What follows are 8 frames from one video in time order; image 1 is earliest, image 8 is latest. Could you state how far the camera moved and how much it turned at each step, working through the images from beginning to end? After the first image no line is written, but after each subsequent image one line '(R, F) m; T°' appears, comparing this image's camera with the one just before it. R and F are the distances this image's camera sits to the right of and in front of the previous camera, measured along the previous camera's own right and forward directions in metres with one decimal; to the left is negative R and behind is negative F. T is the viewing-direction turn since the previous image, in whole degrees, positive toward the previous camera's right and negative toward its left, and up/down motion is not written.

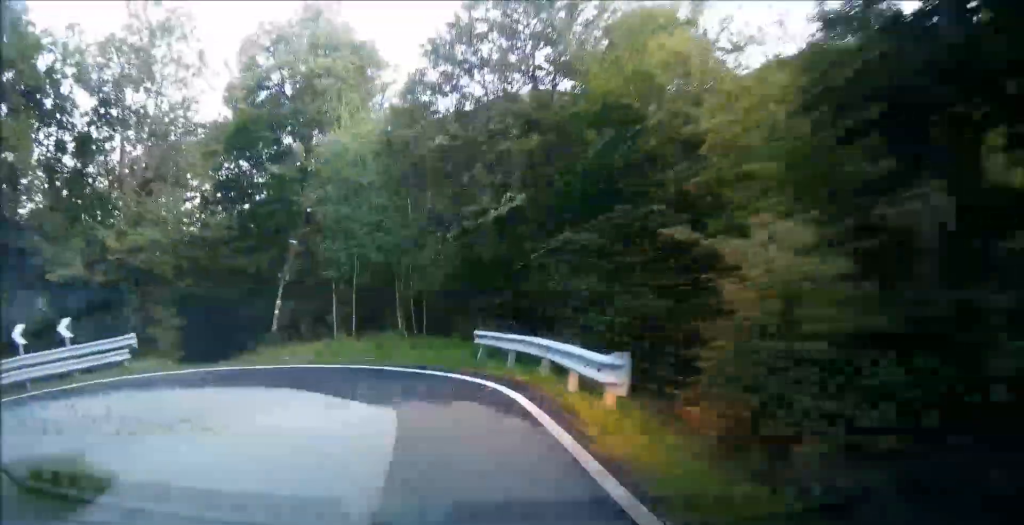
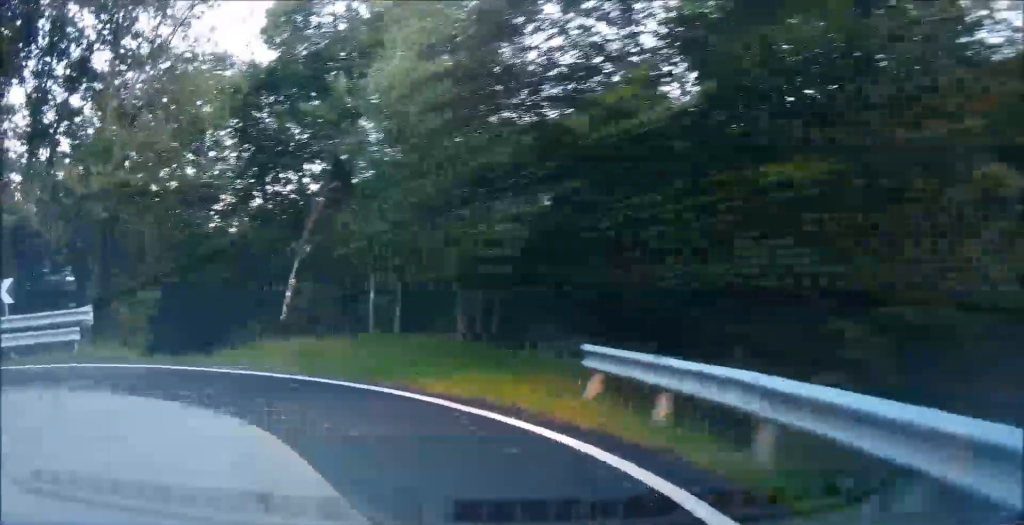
(-0.8, +6.8) m; -21°
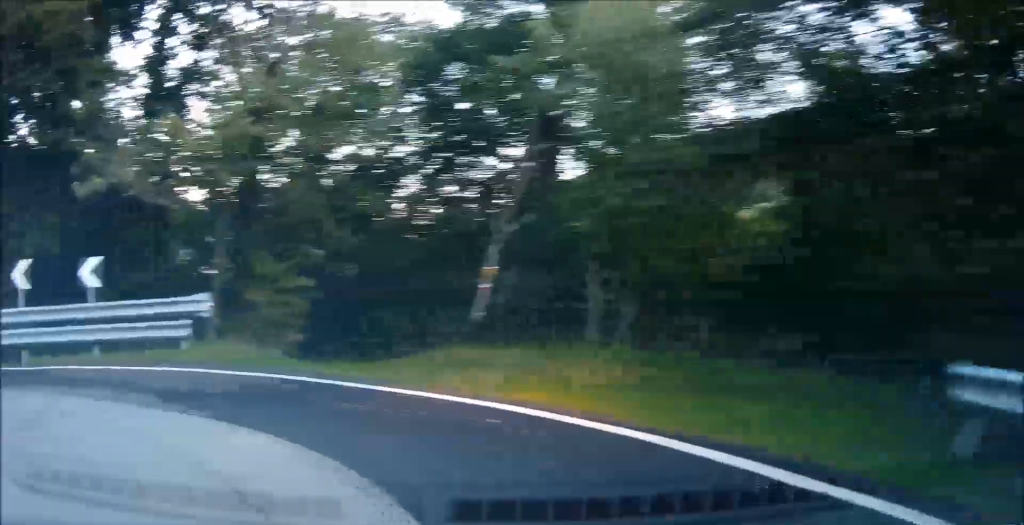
(-0.9, +4.0) m; -14°
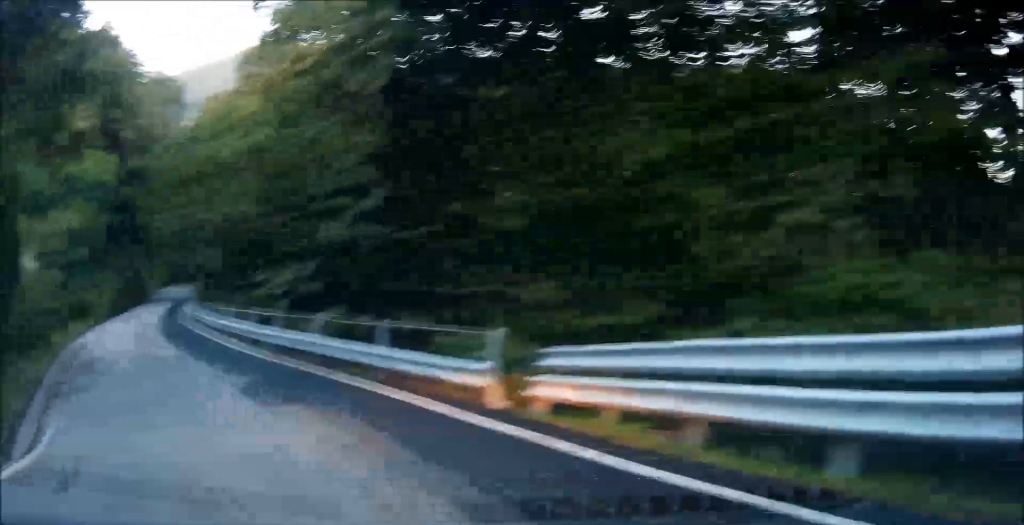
(-4.3, +9.6) m; -50°
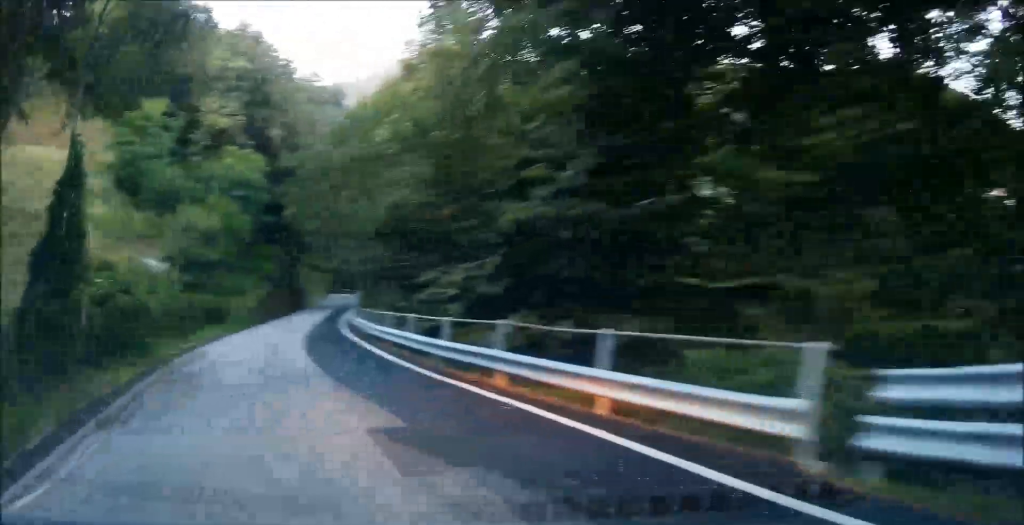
(-0.3, +2.5) m; -10°
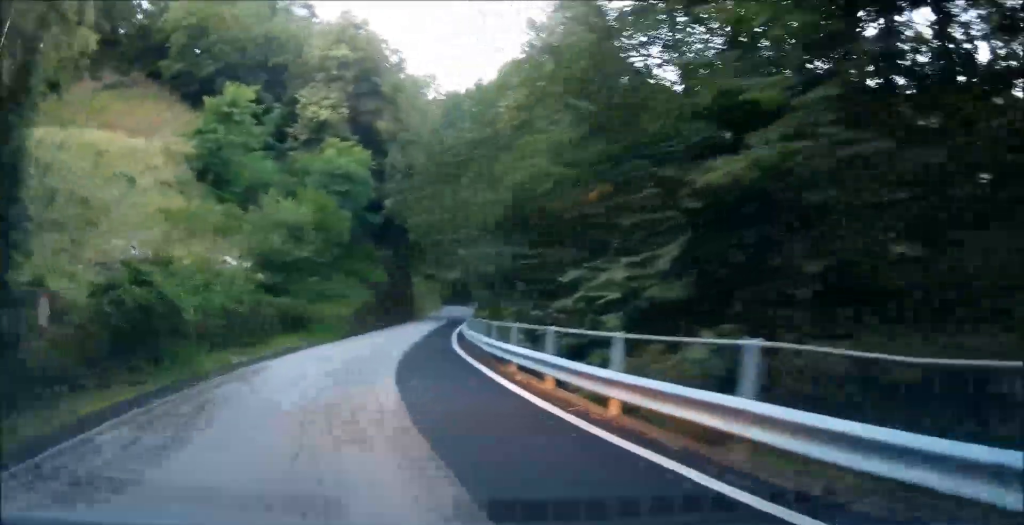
(0.0, +3.2) m; -10°
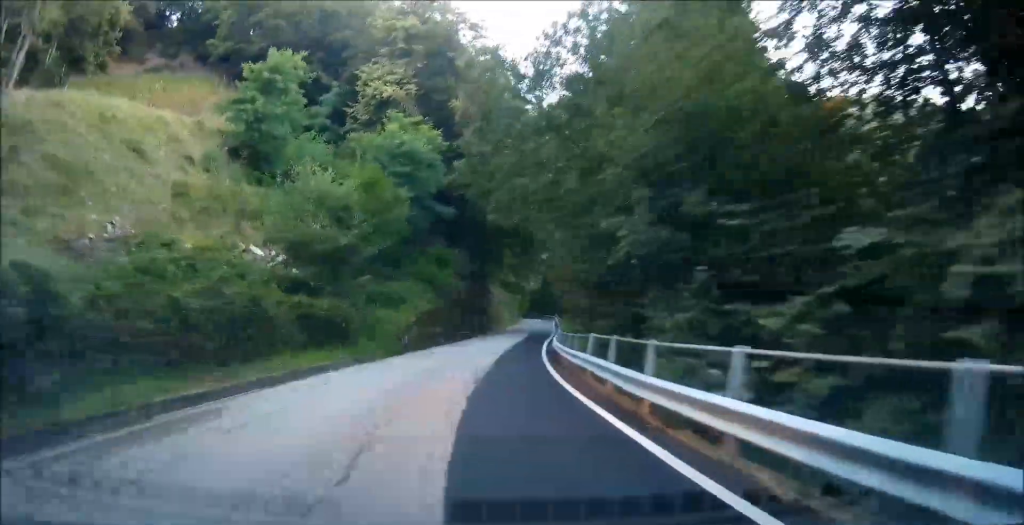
(-0.9, +4.8) m; -17°
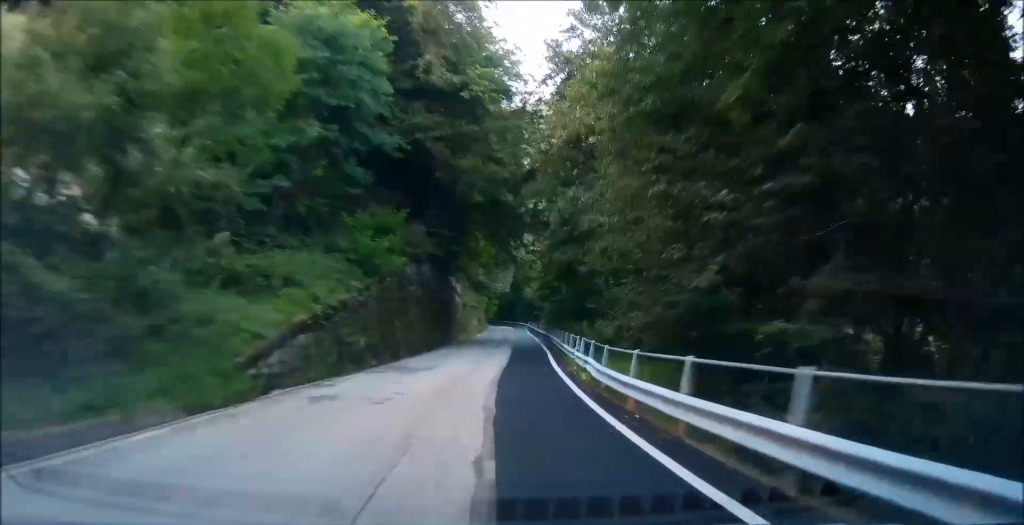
(-2.9, +10.1) m; -24°
